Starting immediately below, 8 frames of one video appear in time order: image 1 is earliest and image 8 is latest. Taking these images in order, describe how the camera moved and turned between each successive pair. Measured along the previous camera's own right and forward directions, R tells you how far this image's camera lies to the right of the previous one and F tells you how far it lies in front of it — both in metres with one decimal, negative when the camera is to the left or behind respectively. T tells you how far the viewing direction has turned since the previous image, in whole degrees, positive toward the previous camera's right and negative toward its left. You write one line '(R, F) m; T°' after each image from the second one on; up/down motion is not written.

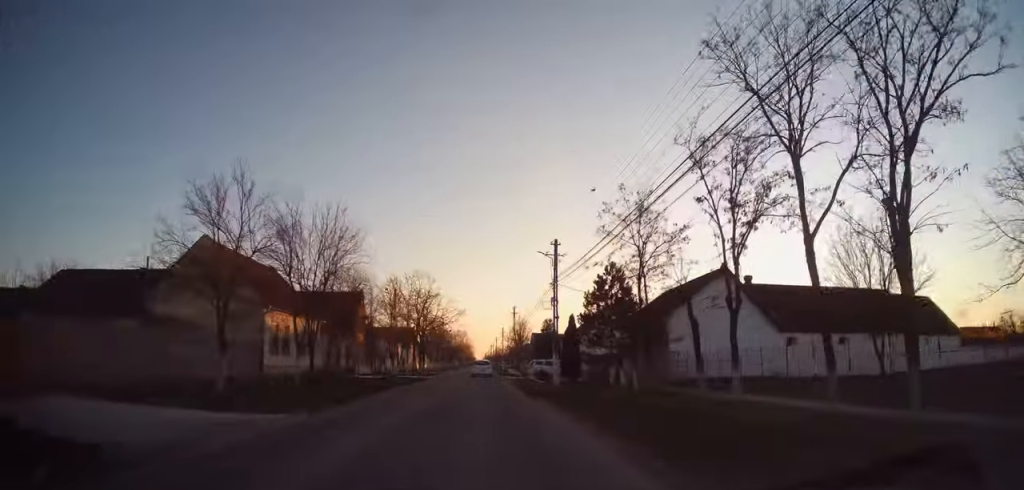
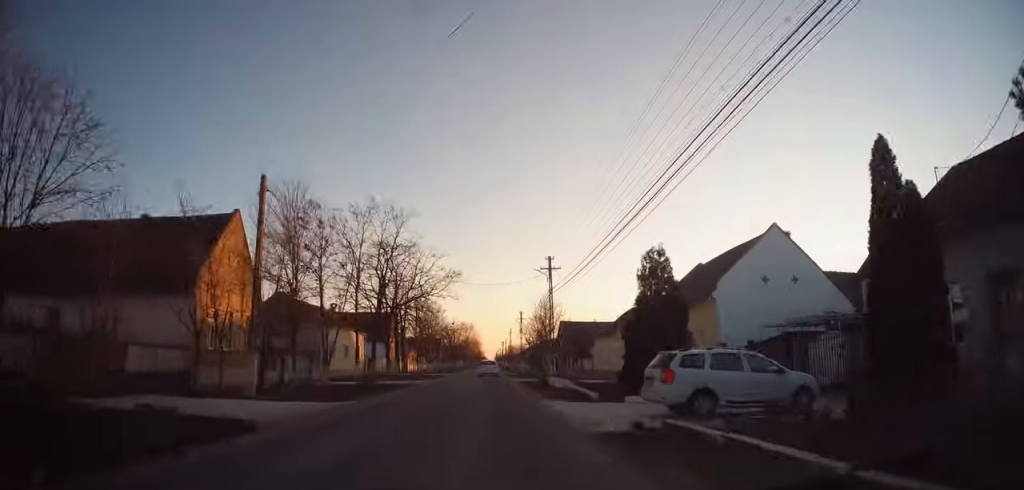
(0.0, +30.3) m; +1°
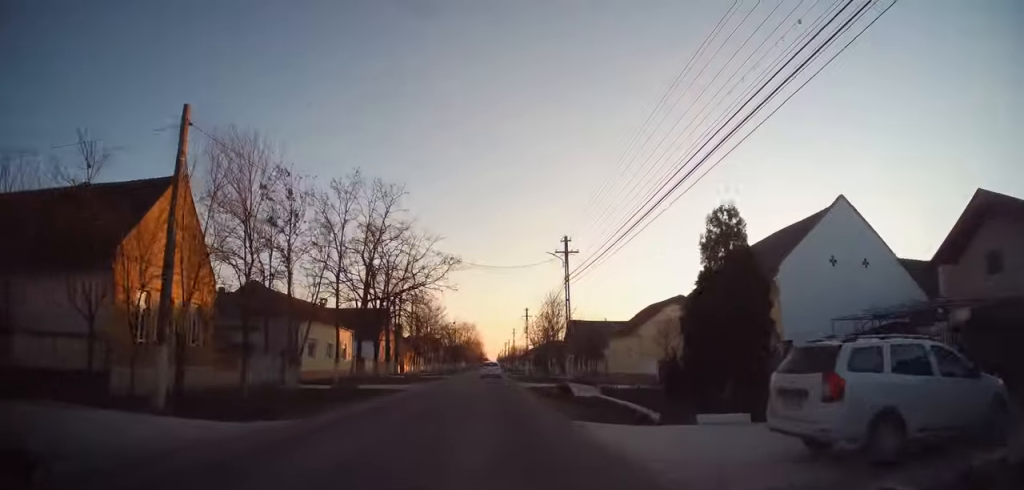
(+0.1, +5.8) m; 0°
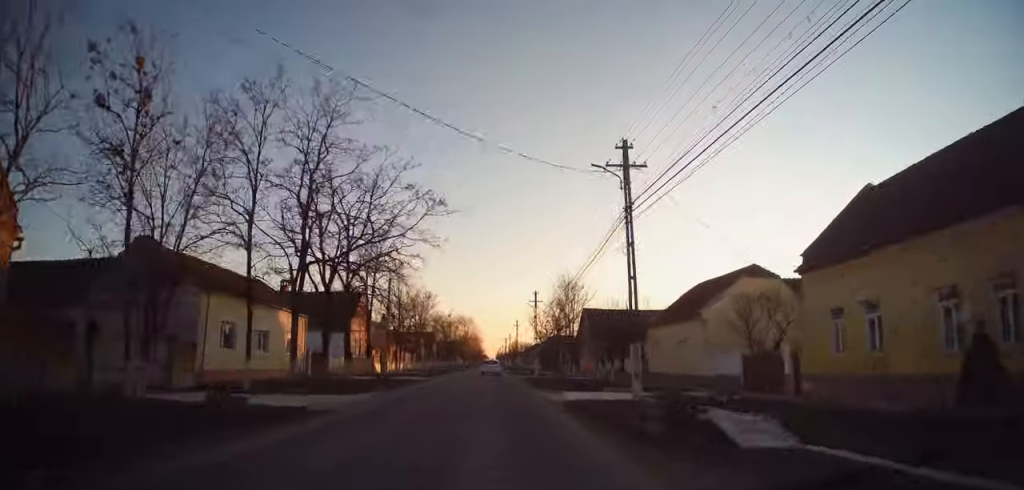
(0.0, +12.6) m; -1°
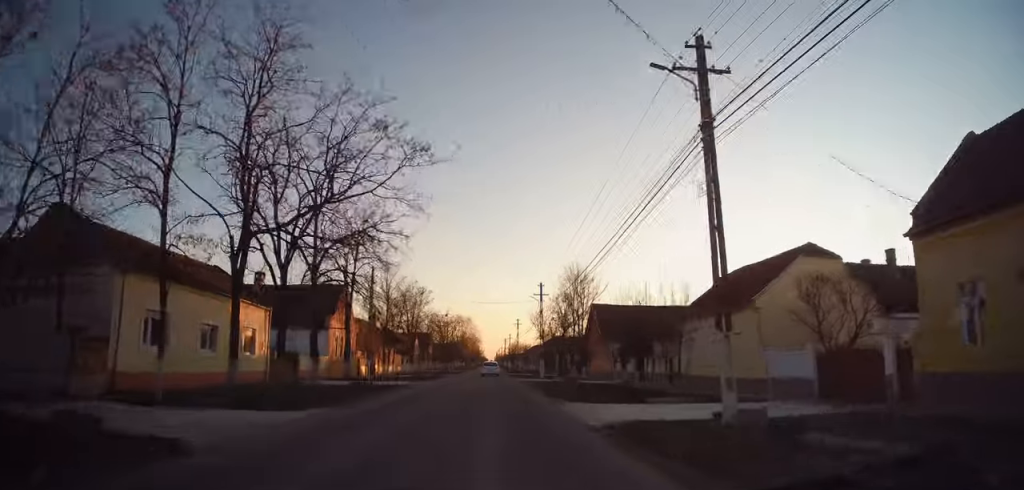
(-0.1, +5.9) m; -1°
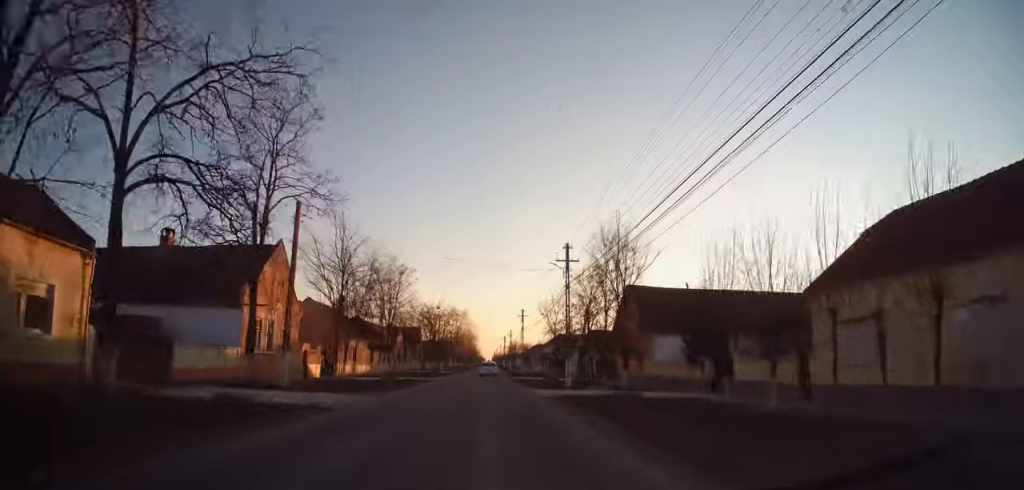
(-0.1, +15.0) m; 0°
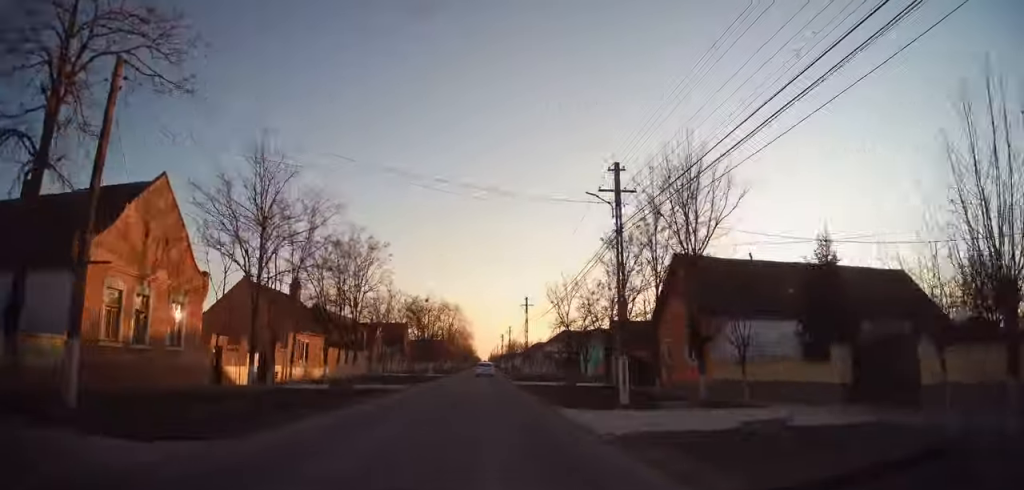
(0.0, +12.3) m; 0°
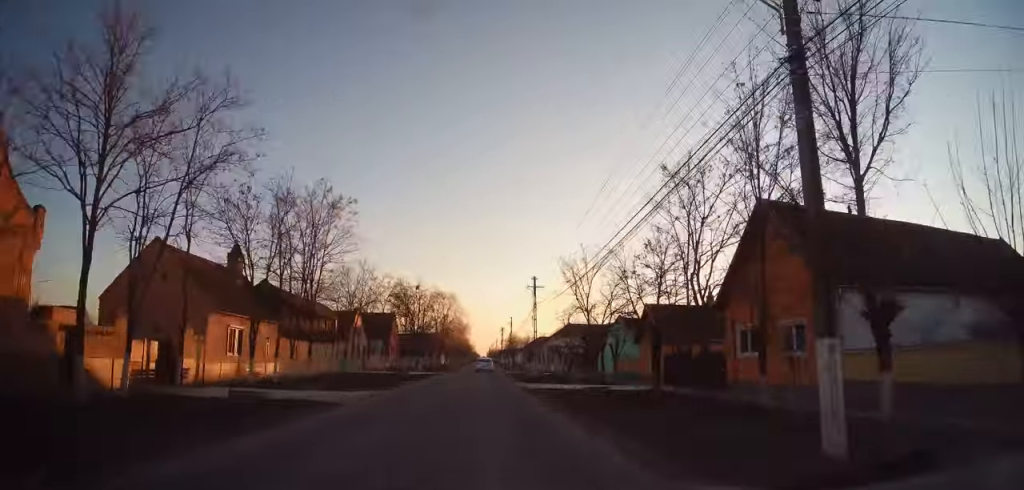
(0.0, +10.6) m; +1°
